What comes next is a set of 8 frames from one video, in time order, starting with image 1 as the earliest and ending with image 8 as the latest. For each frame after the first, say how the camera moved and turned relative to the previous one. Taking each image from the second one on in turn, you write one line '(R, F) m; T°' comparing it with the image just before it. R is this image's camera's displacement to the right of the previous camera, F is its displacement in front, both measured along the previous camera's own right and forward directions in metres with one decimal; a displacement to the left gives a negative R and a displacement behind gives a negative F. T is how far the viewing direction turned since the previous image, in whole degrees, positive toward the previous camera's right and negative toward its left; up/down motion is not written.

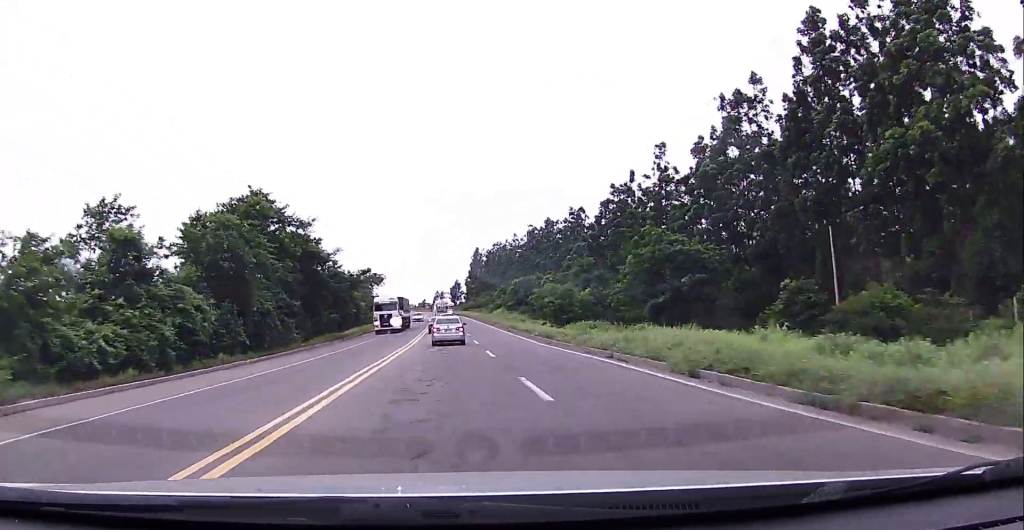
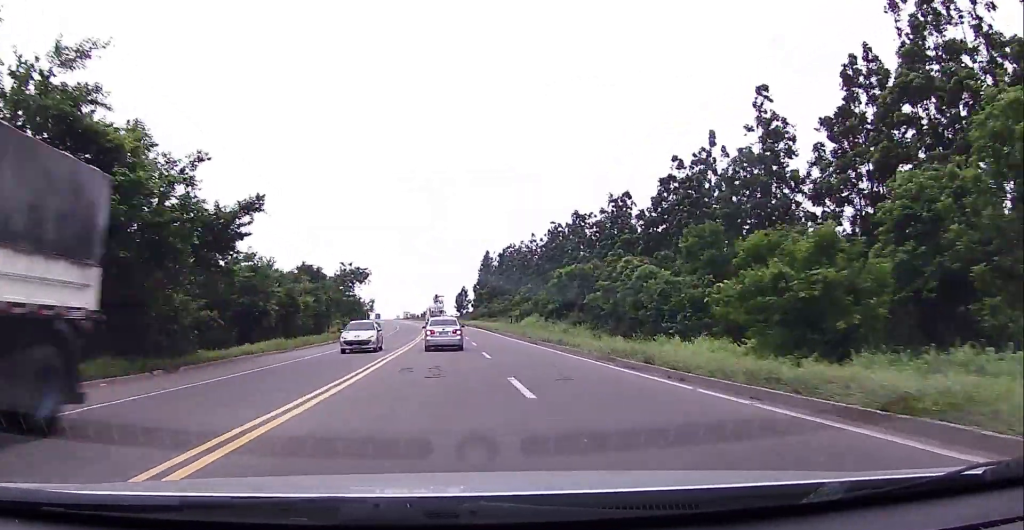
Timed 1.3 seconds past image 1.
(+0.6, +34.1) m; -1°
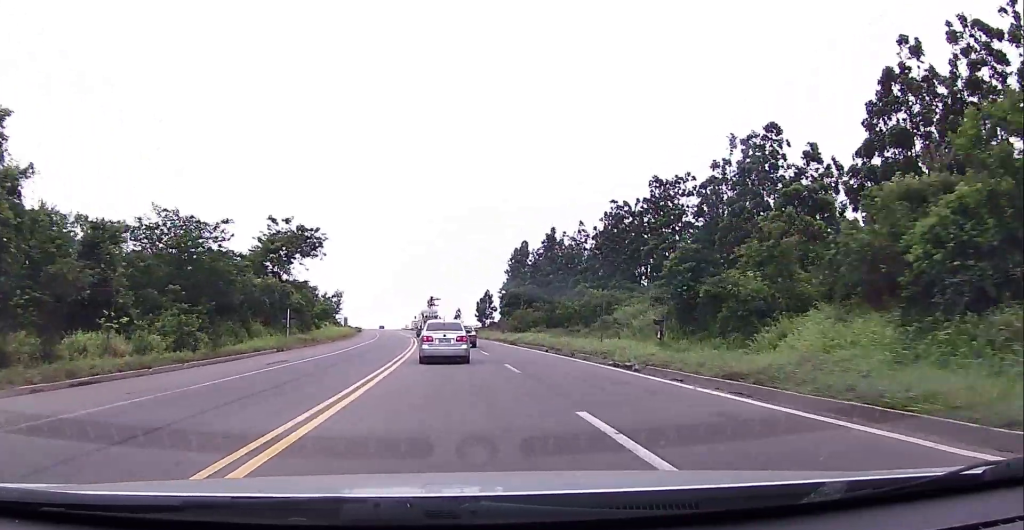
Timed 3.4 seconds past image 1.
(-1.8, +52.8) m; -1°
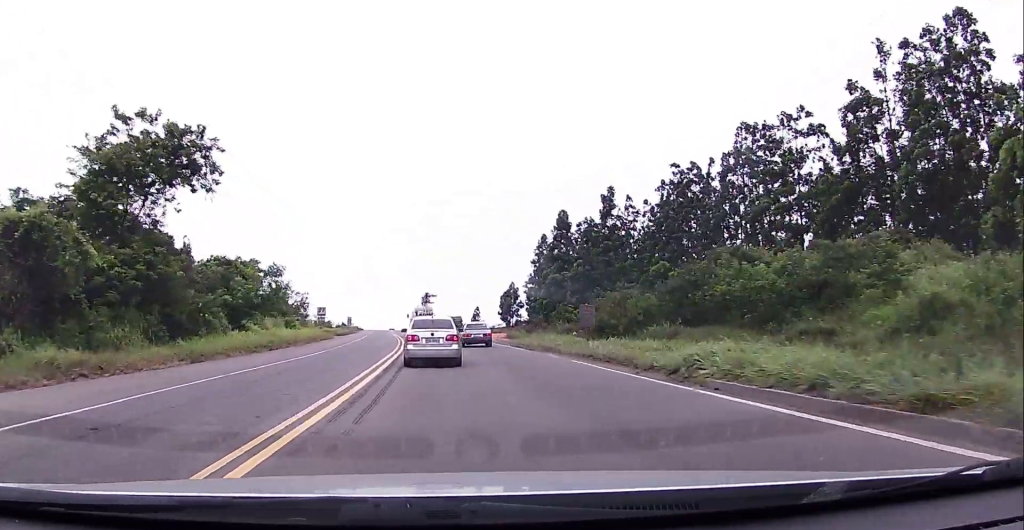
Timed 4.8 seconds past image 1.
(+0.1, +31.2) m; -1°
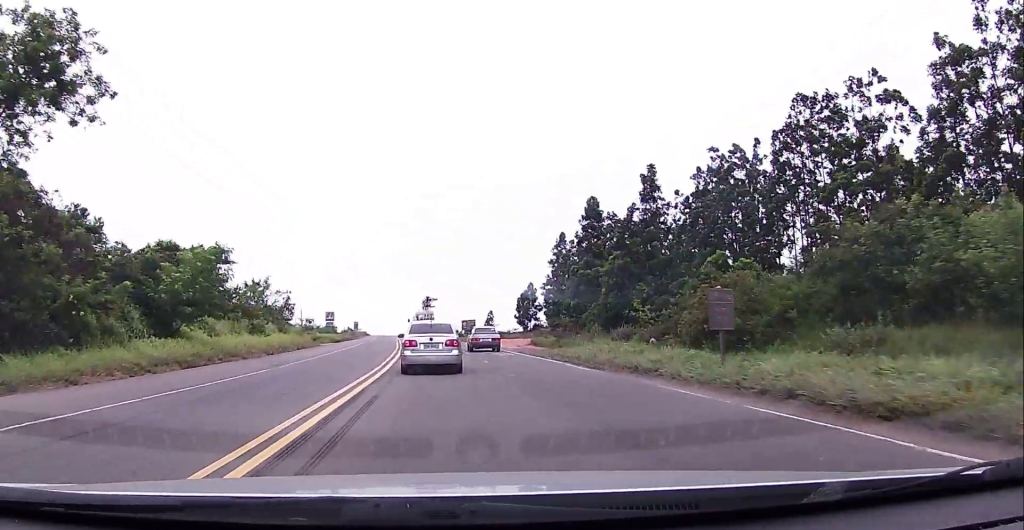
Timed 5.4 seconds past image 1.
(-0.1, +12.4) m; -1°
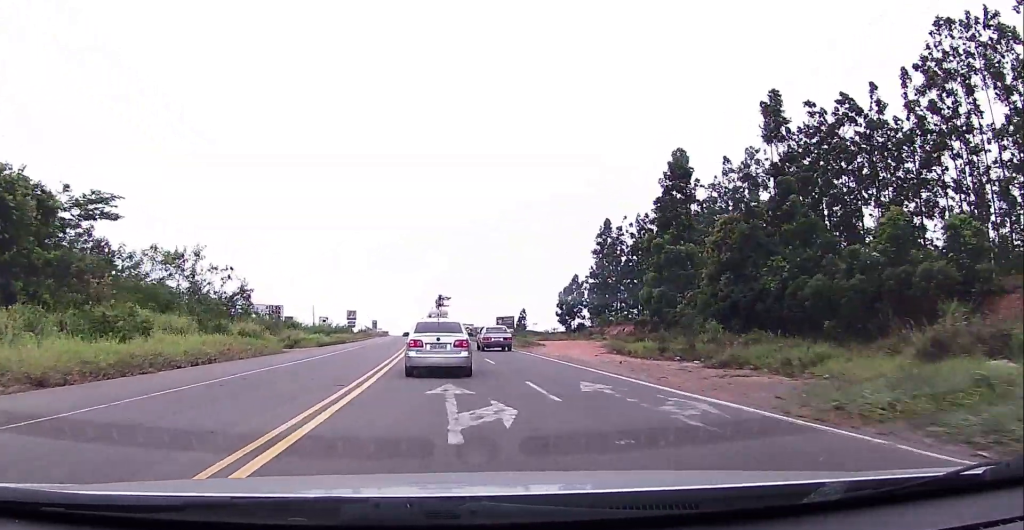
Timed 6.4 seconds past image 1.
(-0.4, +21.6) m; -3°
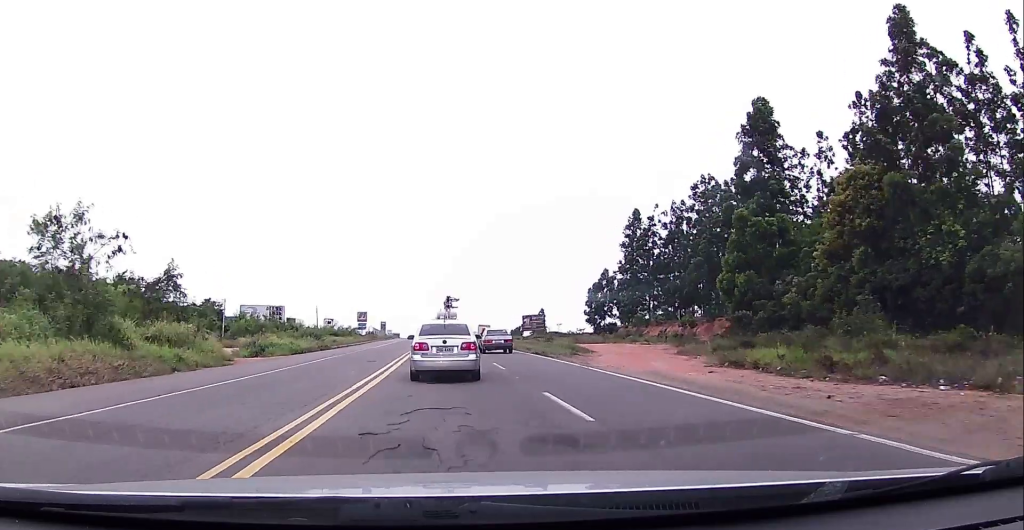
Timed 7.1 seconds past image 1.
(-0.4, +14.2) m; -1°
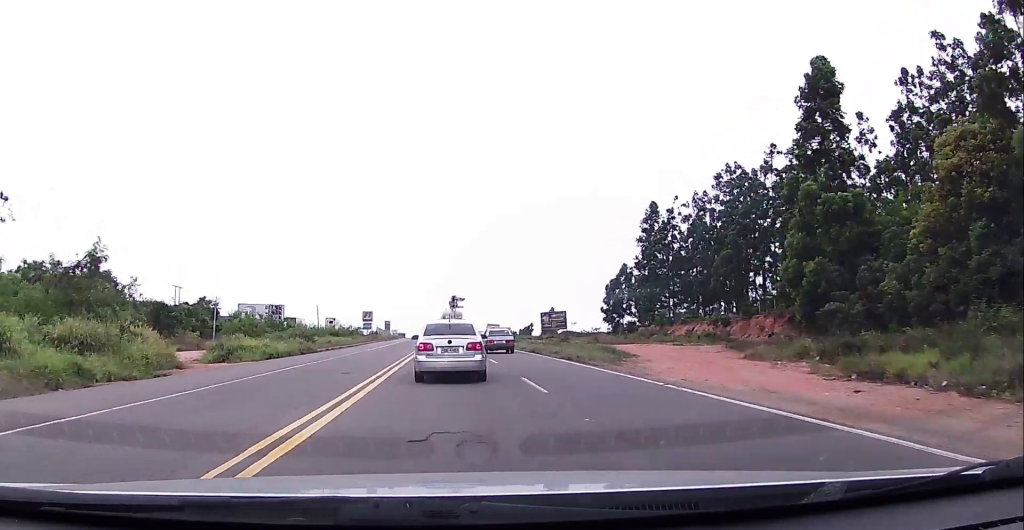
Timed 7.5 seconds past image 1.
(0.0, +7.8) m; 0°
